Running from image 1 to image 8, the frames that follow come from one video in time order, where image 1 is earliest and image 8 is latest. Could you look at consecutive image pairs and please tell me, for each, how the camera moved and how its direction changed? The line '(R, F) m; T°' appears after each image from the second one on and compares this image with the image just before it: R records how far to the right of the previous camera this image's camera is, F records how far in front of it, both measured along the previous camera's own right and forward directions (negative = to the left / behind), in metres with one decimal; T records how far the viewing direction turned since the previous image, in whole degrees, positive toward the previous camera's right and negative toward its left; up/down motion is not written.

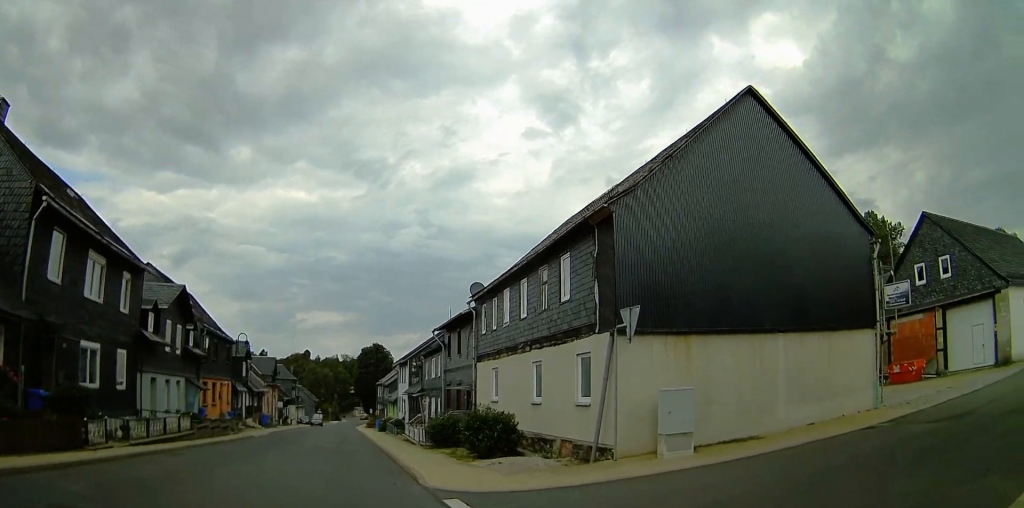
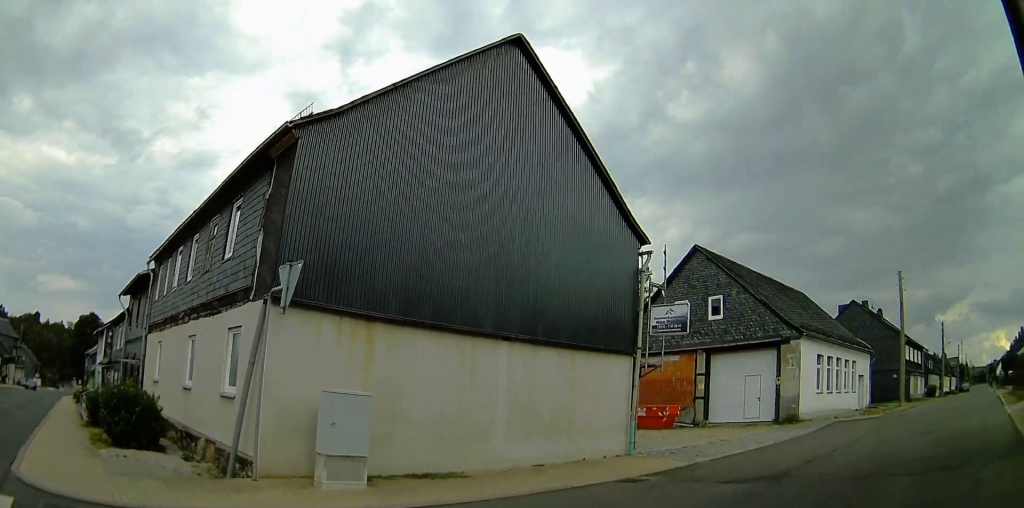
(+0.7, +4.2) m; +25°
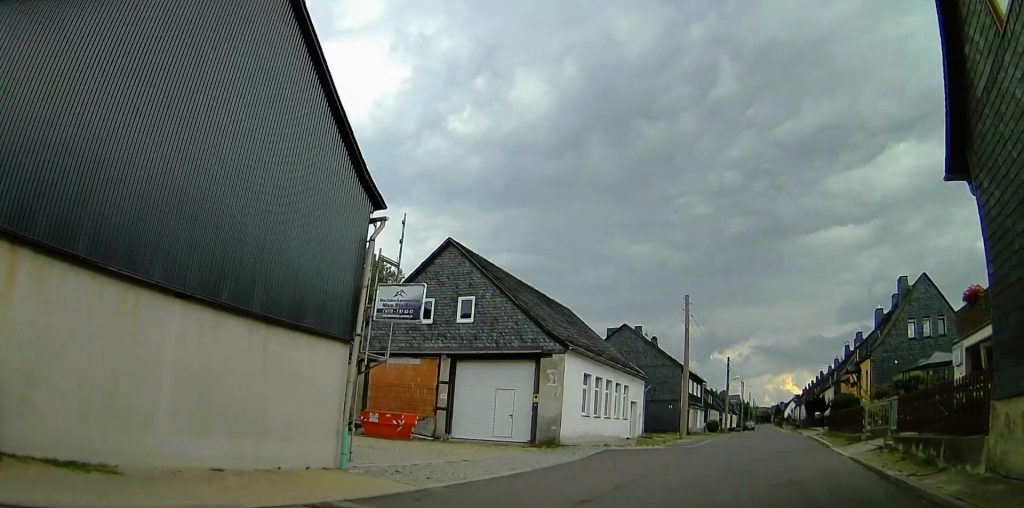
(+0.5, +3.2) m; +20°
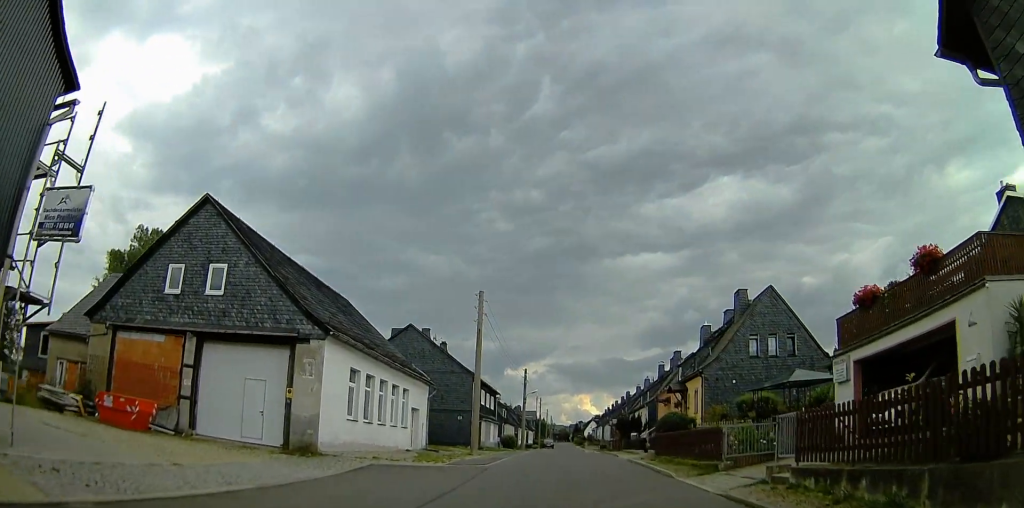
(+0.9, +4.5) m; +22°
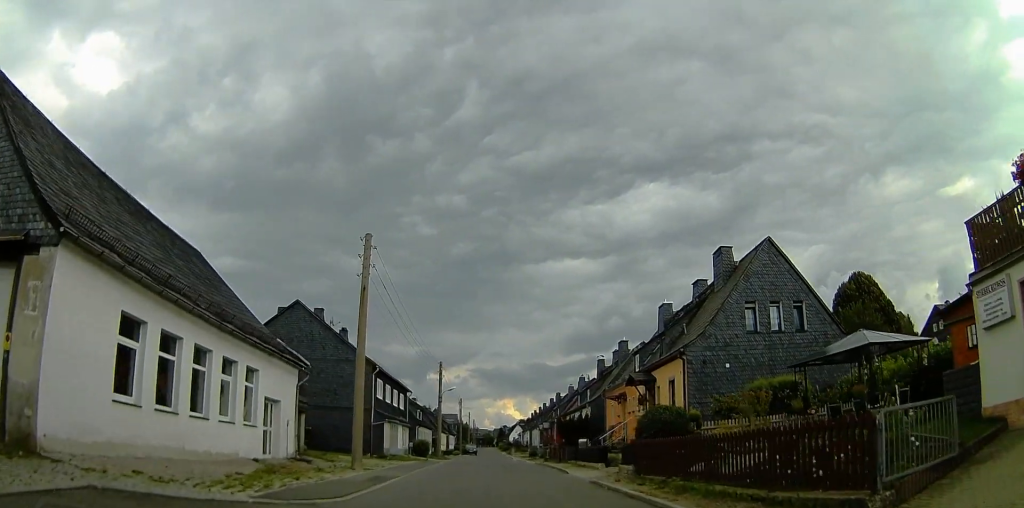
(+1.3, +8.8) m; +5°
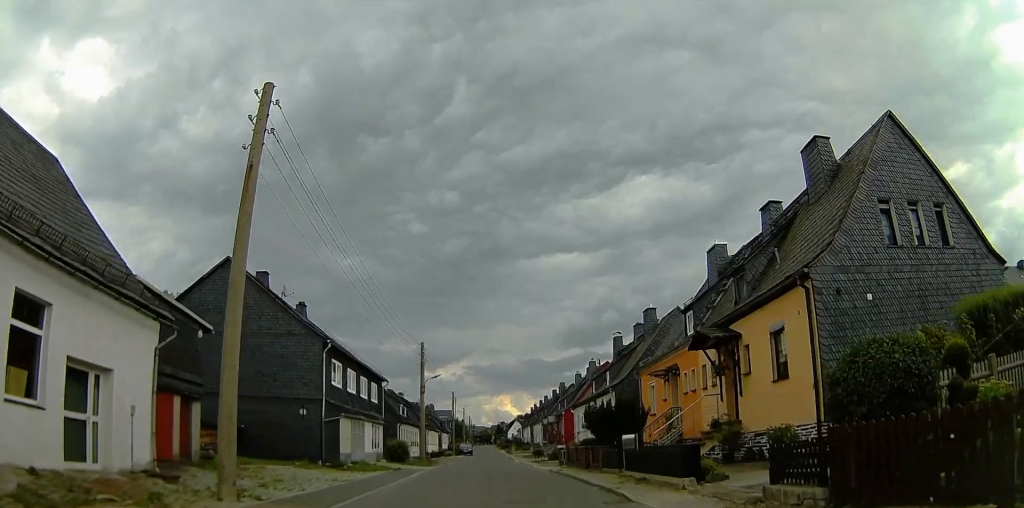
(-0.4, +9.3) m; -4°
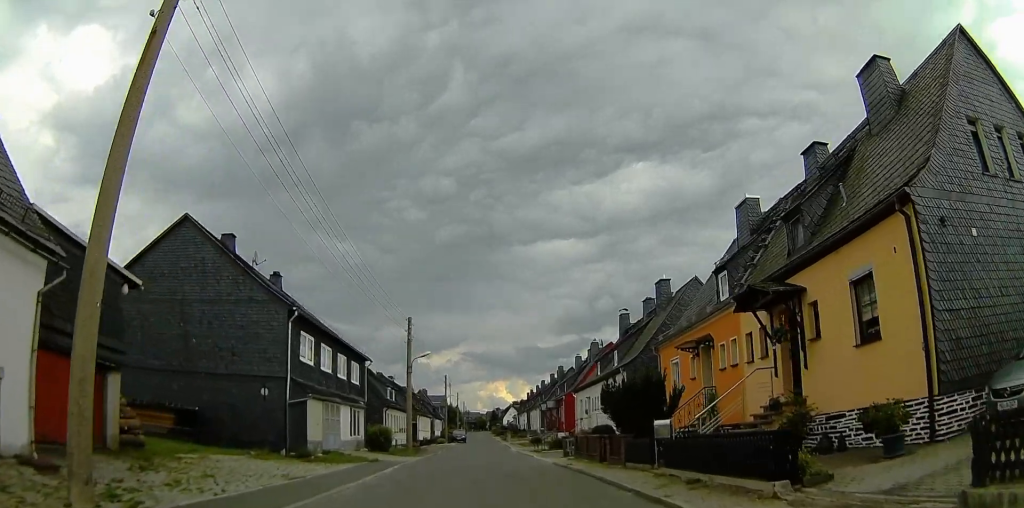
(+0.1, +3.9) m; -2°
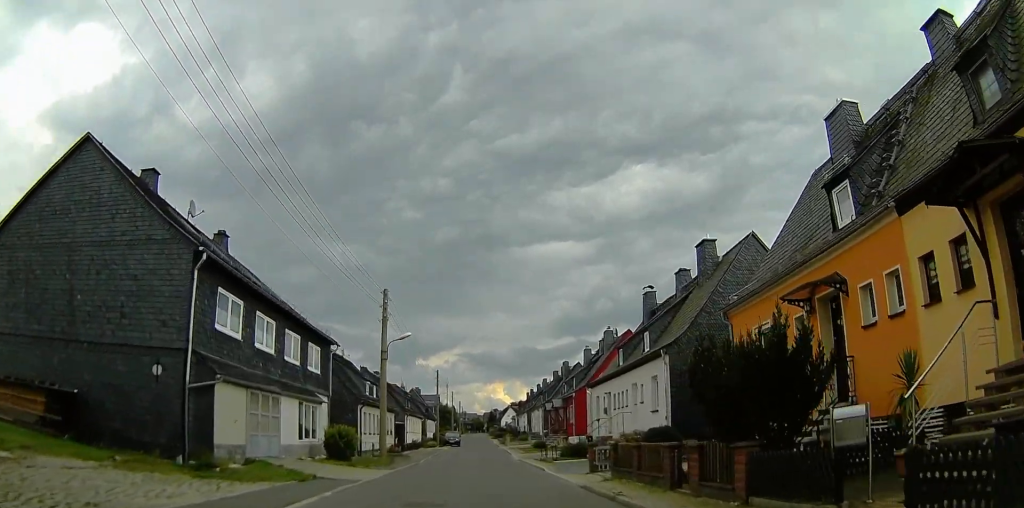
(-0.4, +7.9) m; +3°
